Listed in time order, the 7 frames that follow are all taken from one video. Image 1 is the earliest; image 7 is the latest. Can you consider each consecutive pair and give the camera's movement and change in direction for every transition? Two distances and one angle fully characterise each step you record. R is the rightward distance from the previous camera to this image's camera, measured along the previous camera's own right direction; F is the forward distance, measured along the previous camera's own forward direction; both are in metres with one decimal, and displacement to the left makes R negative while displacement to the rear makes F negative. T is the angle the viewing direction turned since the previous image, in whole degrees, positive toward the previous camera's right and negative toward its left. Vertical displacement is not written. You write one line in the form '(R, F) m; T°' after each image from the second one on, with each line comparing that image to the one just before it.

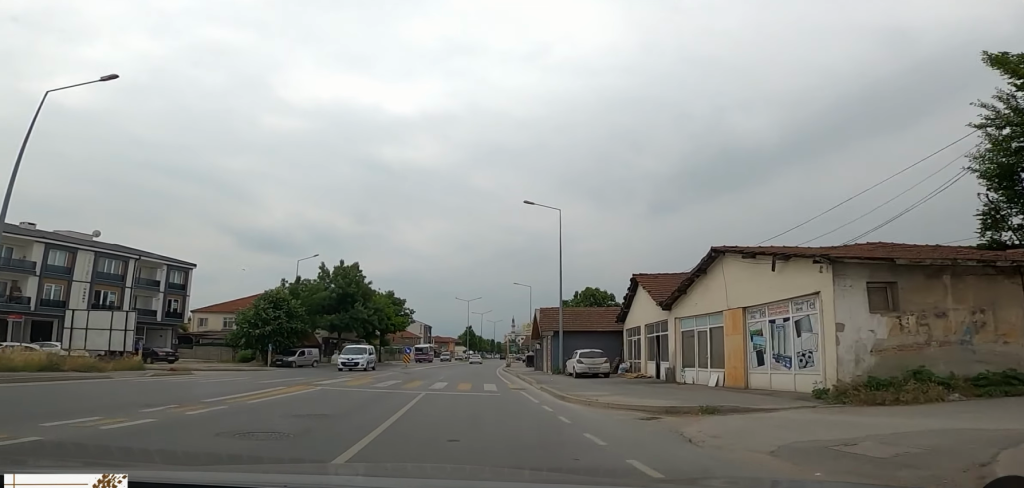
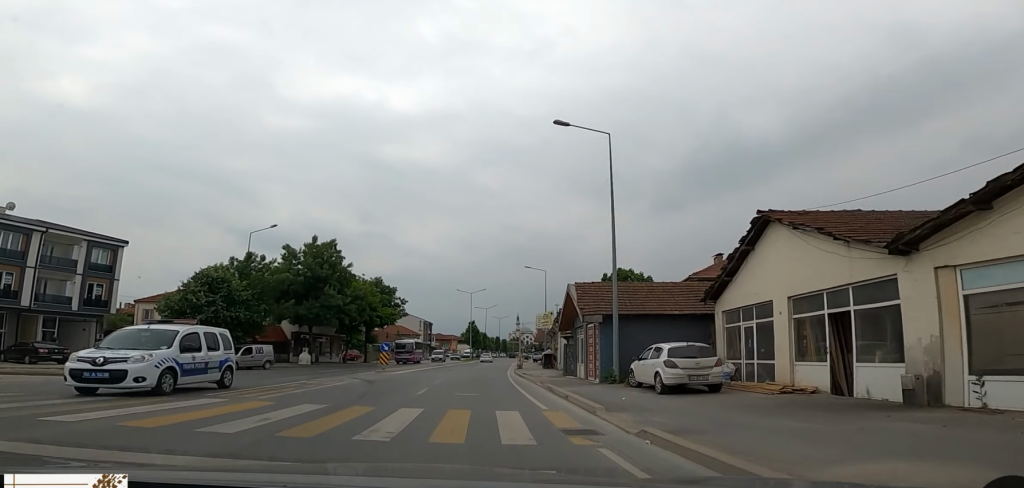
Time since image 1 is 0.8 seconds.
(-0.6, +10.0) m; 0°
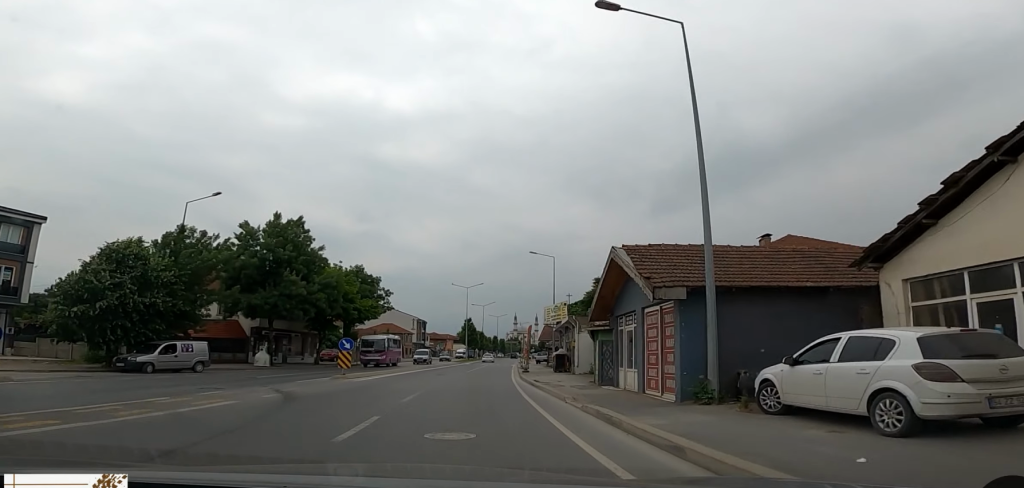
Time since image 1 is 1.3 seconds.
(-0.2, +7.0) m; 0°
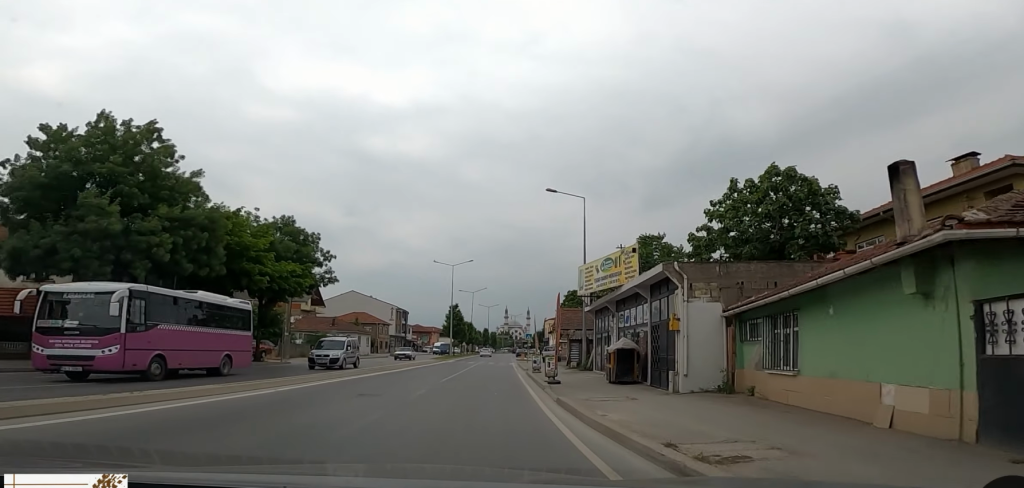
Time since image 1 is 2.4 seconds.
(+0.6, +14.5) m; 0°
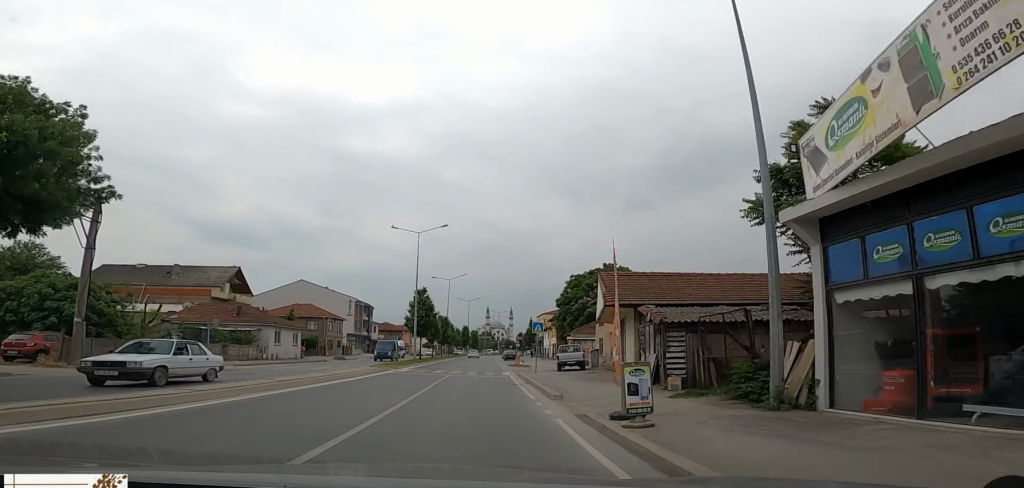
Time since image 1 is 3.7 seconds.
(-0.1, +16.2) m; 0°
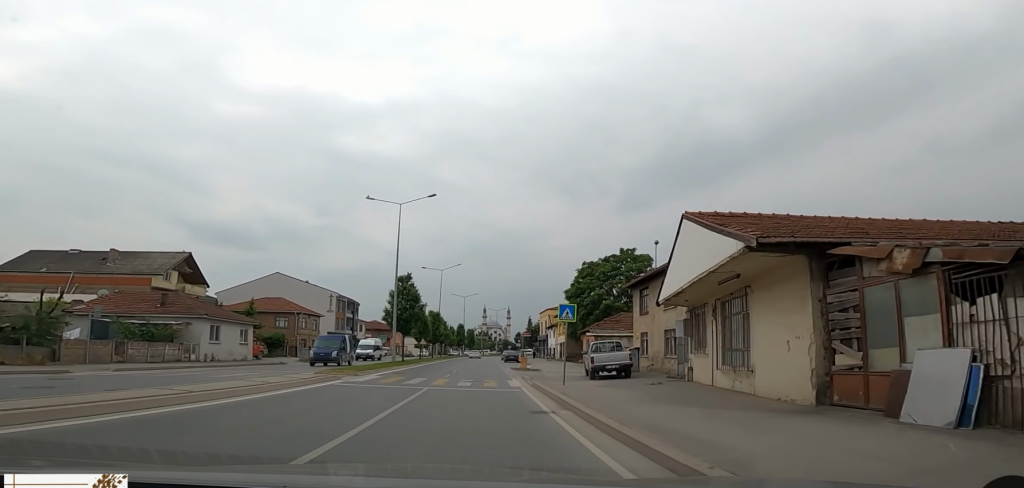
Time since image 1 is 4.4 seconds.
(+0.1, +7.6) m; 0°
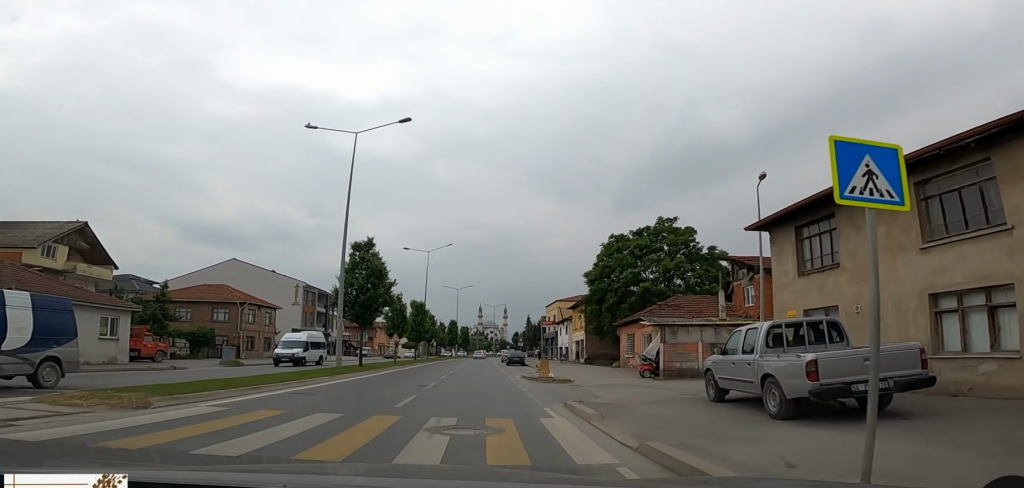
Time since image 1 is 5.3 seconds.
(-0.6, +9.9) m; 0°
